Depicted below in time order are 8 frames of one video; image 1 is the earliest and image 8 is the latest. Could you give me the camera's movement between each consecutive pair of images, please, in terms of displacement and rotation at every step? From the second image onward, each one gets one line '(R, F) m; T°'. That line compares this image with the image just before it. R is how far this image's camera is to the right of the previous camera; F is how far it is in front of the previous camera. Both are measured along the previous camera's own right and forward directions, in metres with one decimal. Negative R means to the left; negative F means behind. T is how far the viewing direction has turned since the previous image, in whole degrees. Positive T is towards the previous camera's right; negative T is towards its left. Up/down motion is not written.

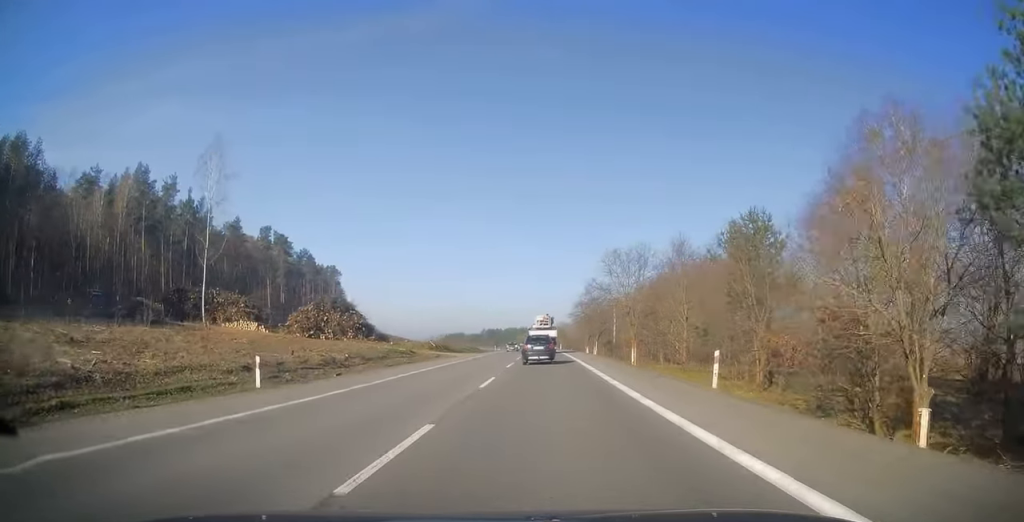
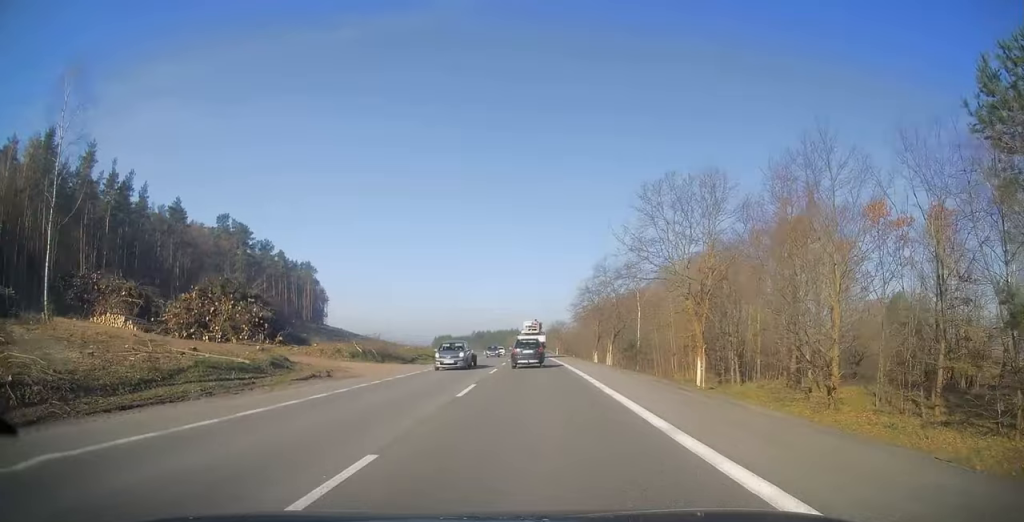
(0.0, +26.2) m; 0°
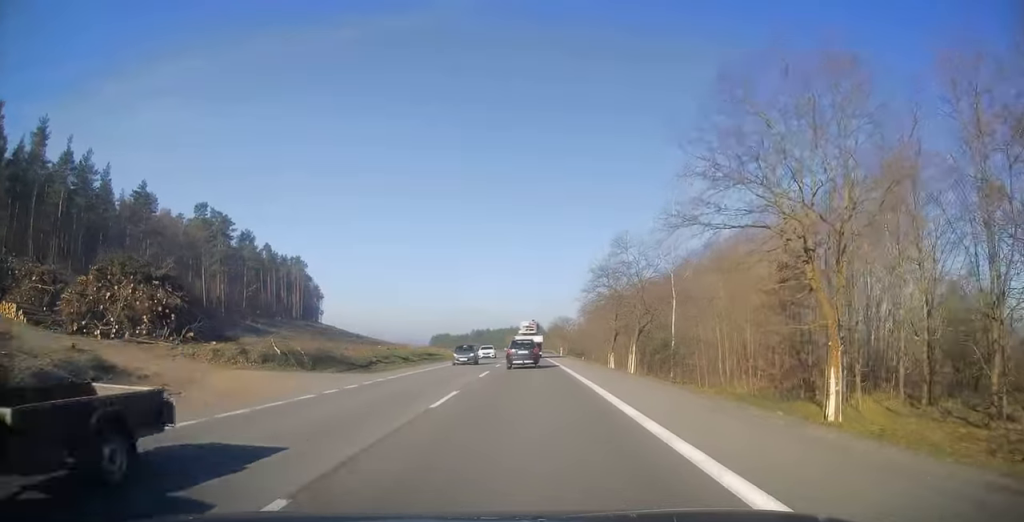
(0.0, +14.4) m; 0°
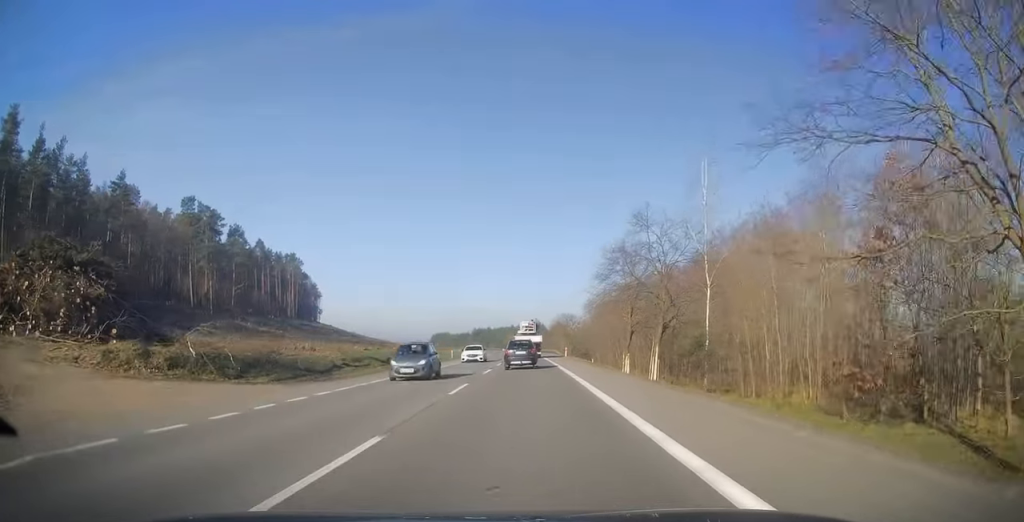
(0.0, +8.2) m; 0°
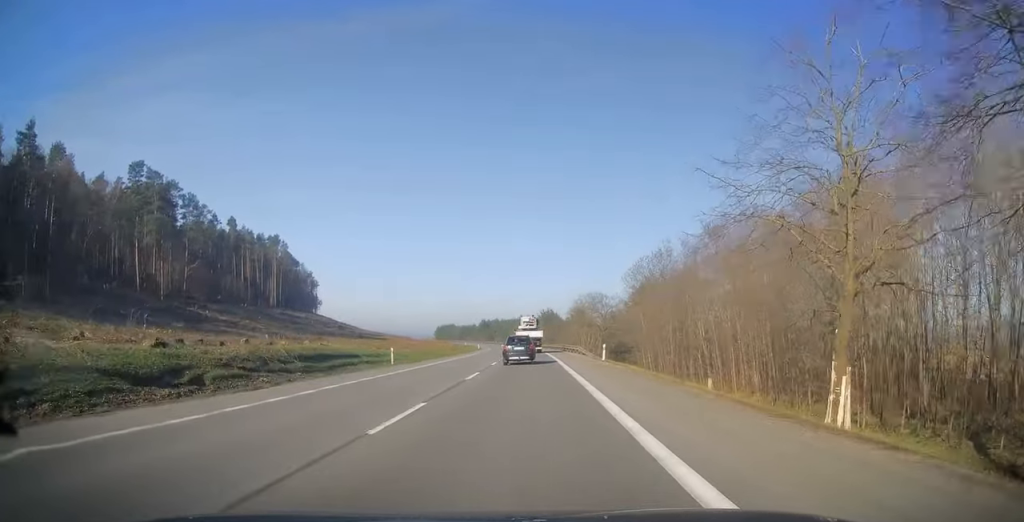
(-0.3, +31.4) m; -2°
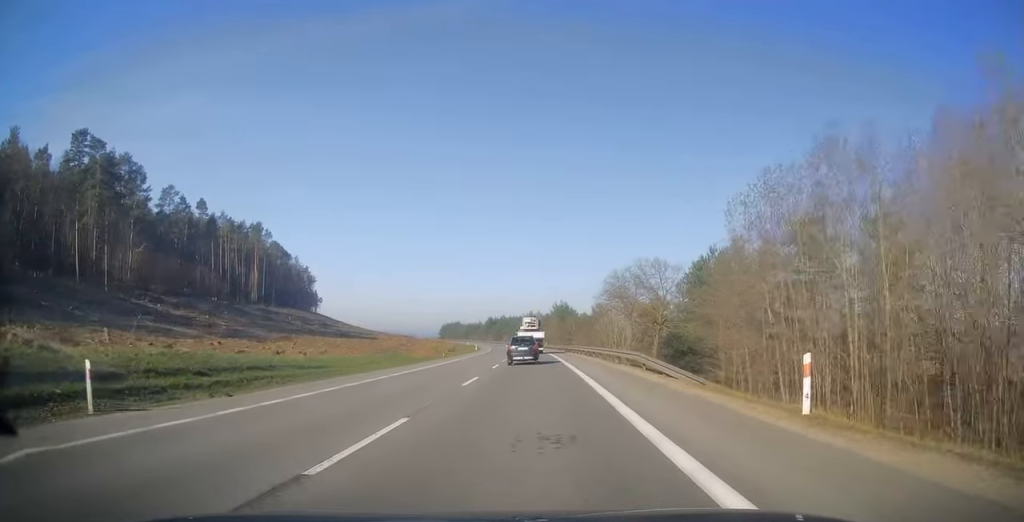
(-0.4, +26.8) m; -1°
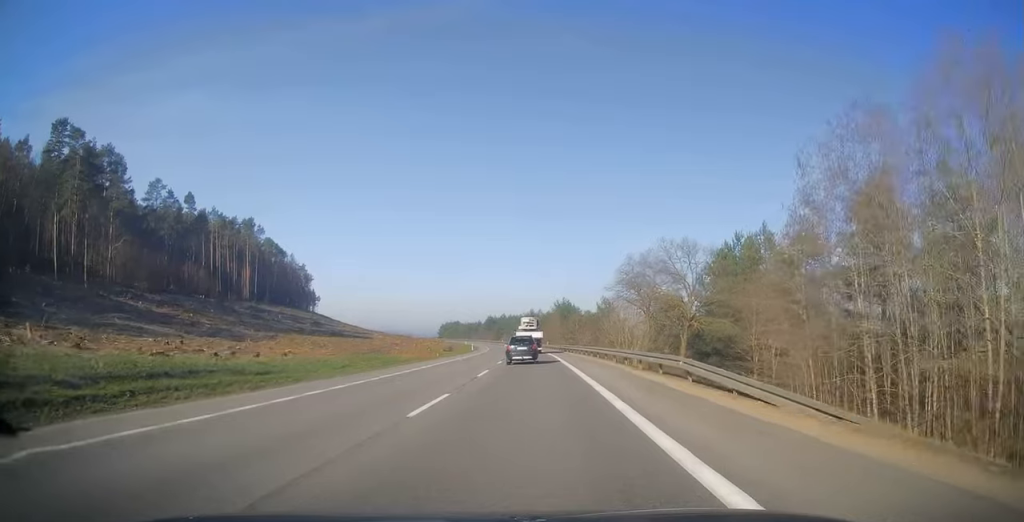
(0.0, +7.4) m; 0°
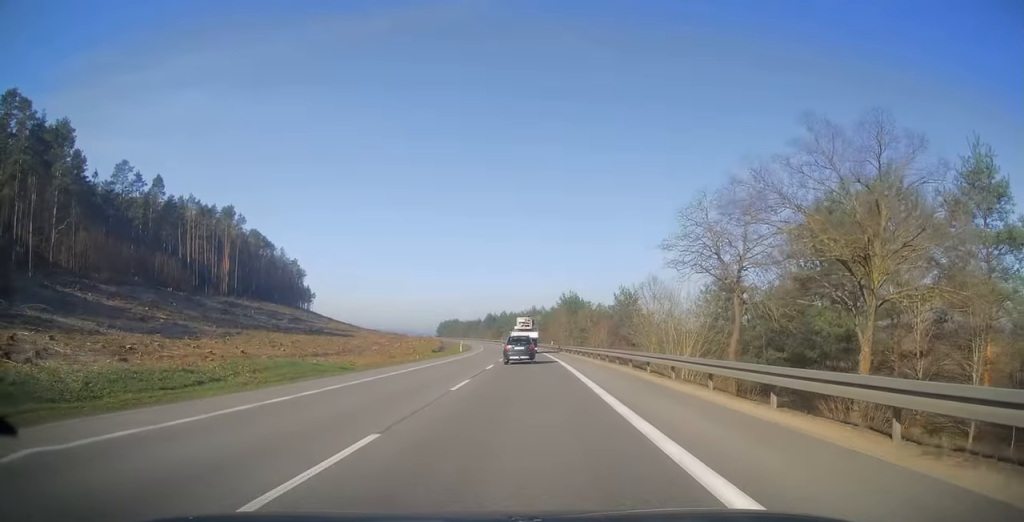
(0.0, +18.2) m; 0°
